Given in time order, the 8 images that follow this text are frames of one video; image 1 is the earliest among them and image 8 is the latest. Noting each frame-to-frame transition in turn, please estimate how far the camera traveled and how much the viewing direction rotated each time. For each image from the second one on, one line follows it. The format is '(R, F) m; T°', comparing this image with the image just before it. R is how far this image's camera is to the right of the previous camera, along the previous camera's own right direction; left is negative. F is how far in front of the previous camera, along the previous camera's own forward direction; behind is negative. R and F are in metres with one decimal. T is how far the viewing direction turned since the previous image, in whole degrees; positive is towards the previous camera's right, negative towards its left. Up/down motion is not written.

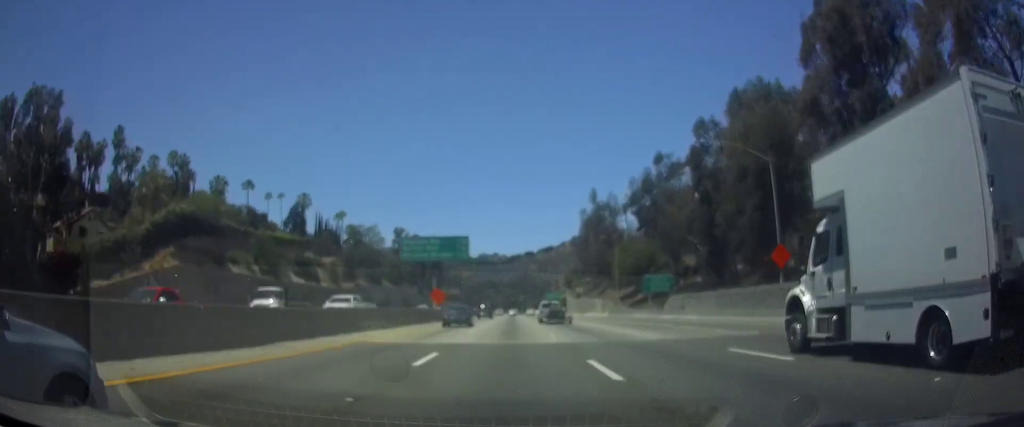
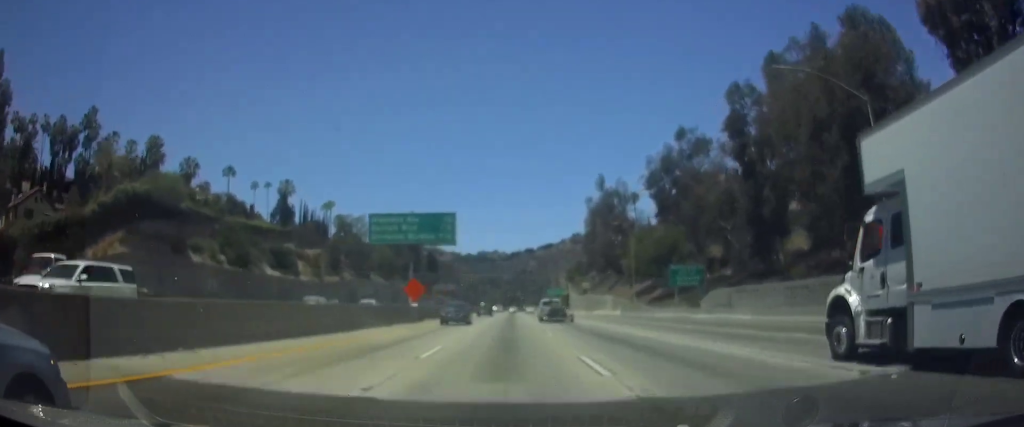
(+0.1, +13.6) m; 0°
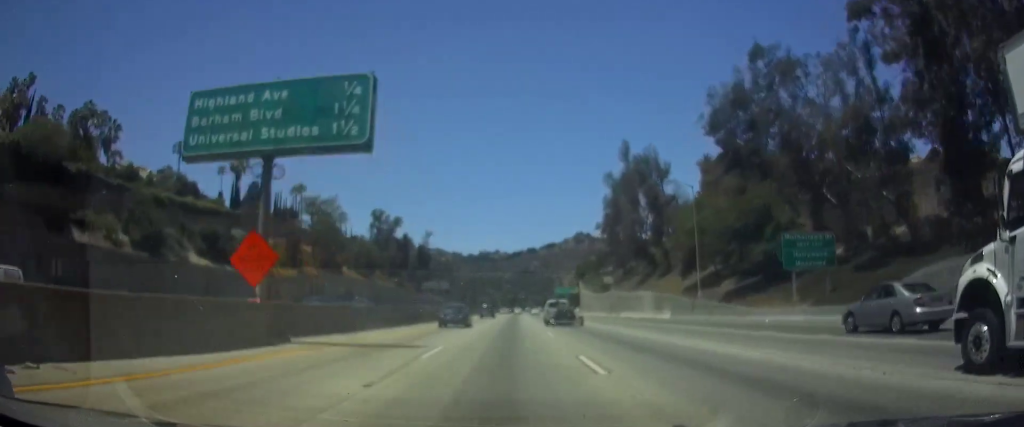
(-0.1, +29.1) m; 0°
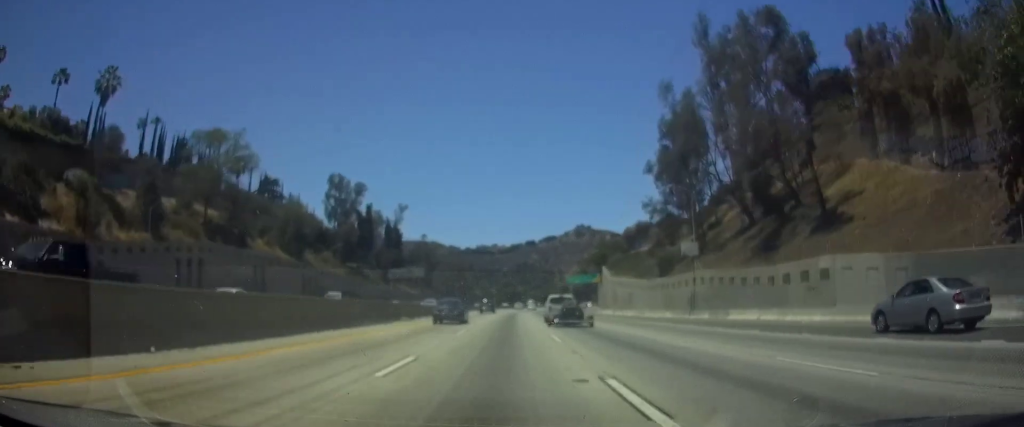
(+0.1, +49.3) m; 0°
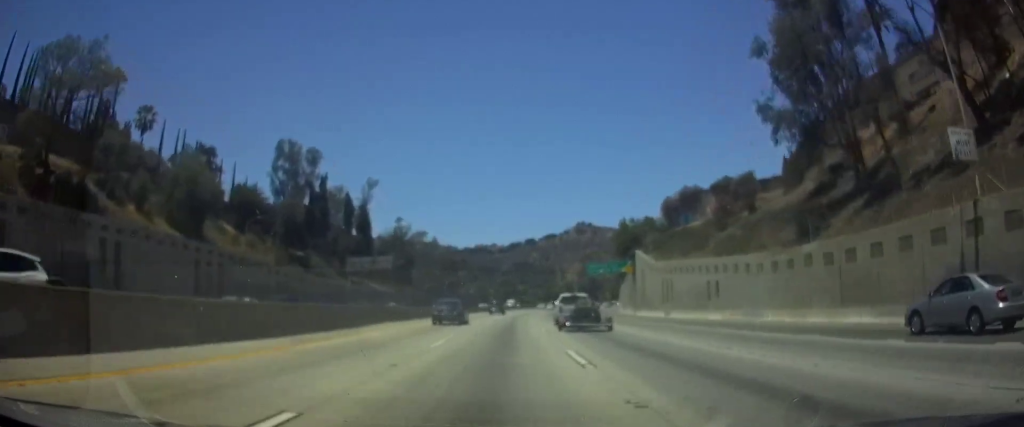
(0.0, +37.3) m; 0°
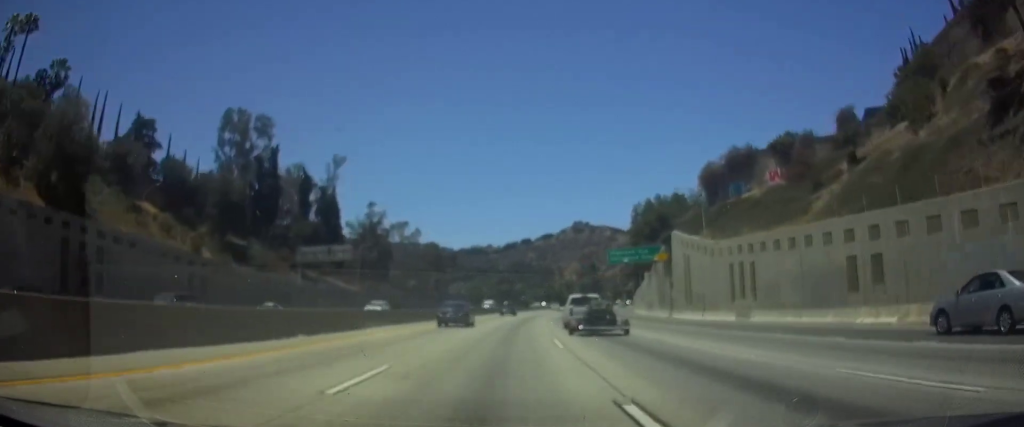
(0.0, +24.4) m; +1°
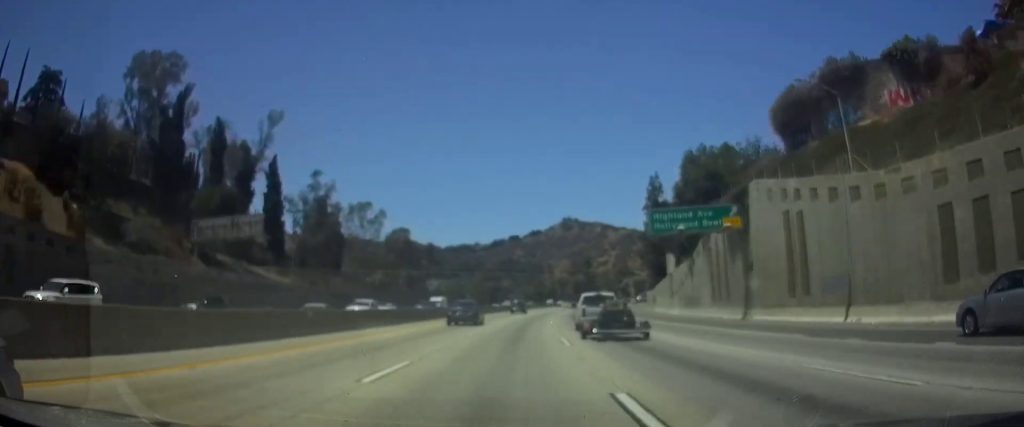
(+0.4, +28.1) m; +2°
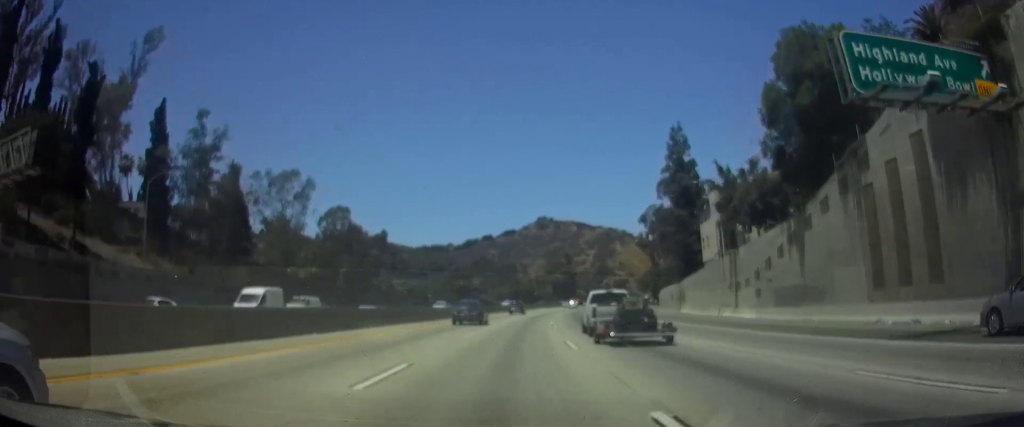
(+0.6, +31.1) m; +2°
